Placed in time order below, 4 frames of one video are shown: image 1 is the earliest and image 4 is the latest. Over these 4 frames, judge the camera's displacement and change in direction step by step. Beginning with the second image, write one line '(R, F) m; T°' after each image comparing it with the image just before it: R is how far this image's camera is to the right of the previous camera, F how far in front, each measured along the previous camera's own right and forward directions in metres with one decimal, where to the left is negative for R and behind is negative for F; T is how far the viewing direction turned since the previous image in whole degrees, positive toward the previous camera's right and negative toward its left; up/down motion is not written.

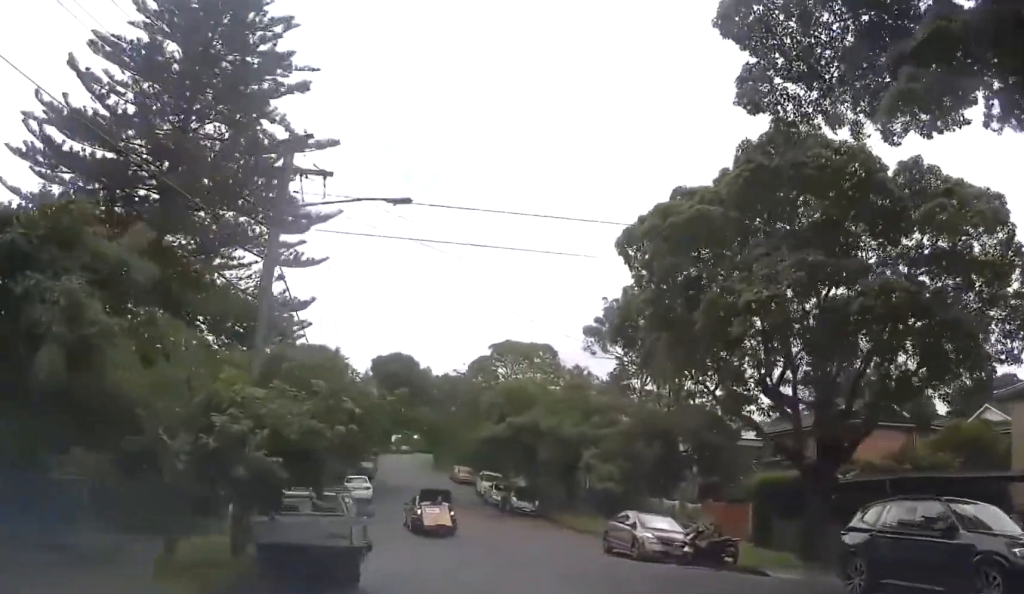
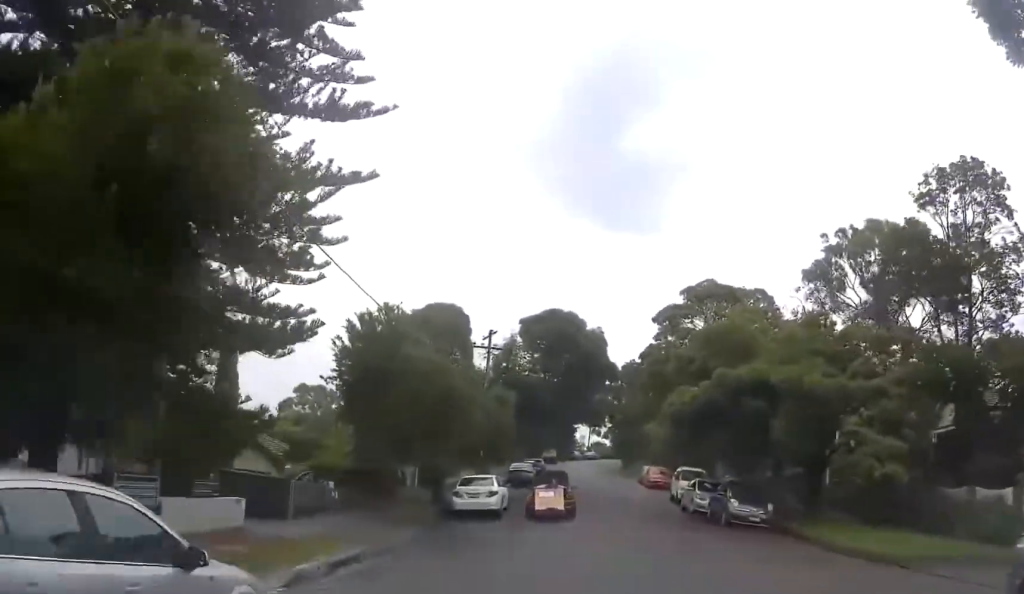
(-3.0, +16.1) m; -22°
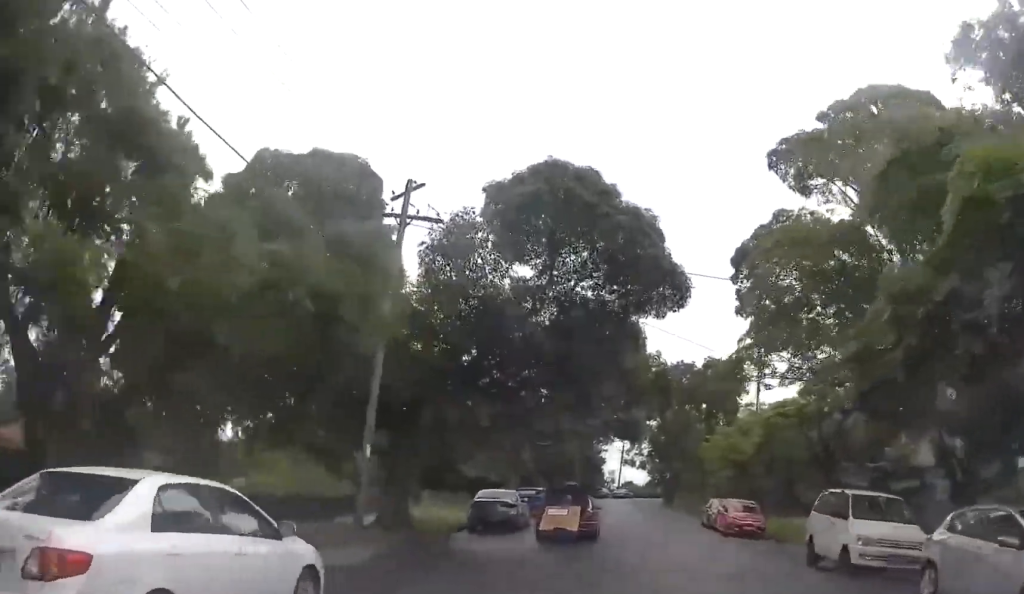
(-2.3, +20.8) m; -15°
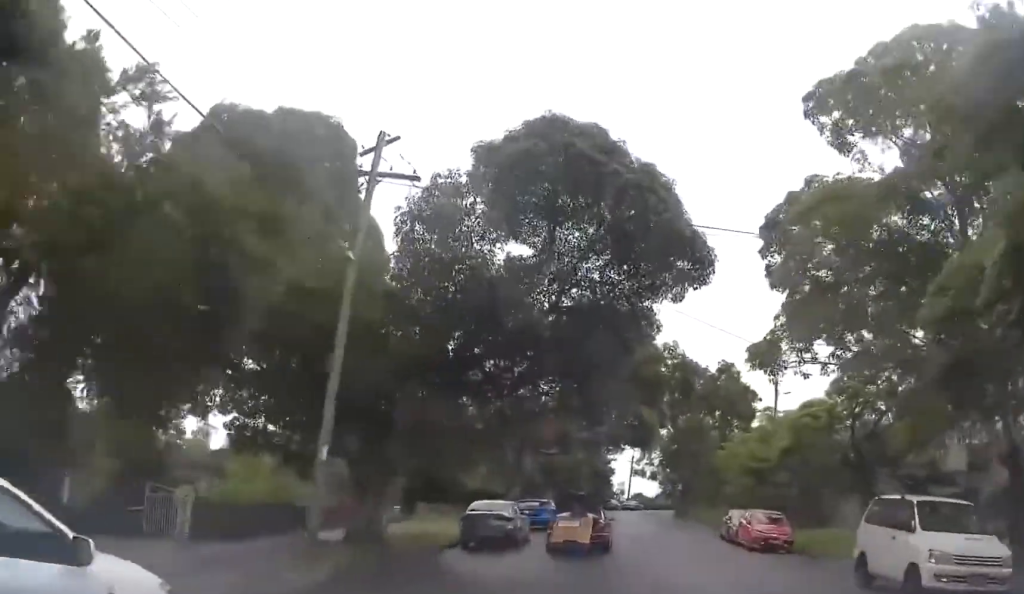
(0.0, +1.8) m; +3°
